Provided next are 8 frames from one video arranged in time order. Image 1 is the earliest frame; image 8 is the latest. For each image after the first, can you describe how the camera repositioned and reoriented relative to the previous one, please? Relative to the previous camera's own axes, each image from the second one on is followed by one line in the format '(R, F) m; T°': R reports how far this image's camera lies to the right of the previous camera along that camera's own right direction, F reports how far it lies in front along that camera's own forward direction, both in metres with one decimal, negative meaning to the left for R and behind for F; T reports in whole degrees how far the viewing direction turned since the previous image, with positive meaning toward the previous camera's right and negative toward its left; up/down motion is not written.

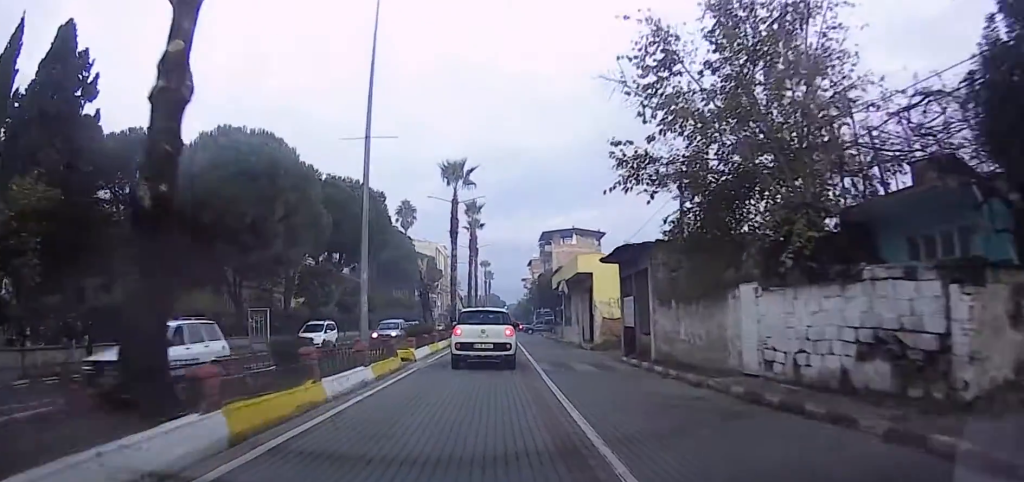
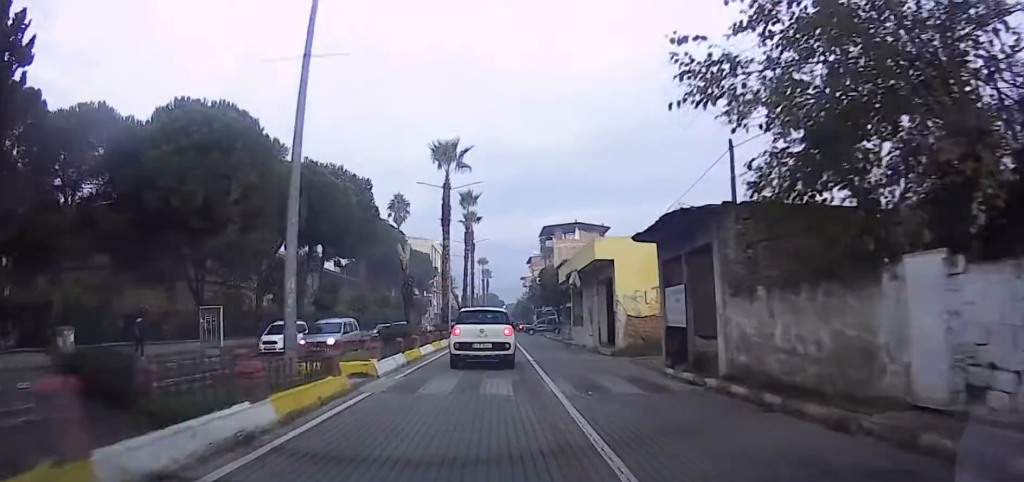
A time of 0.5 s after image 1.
(0.0, +5.4) m; -1°
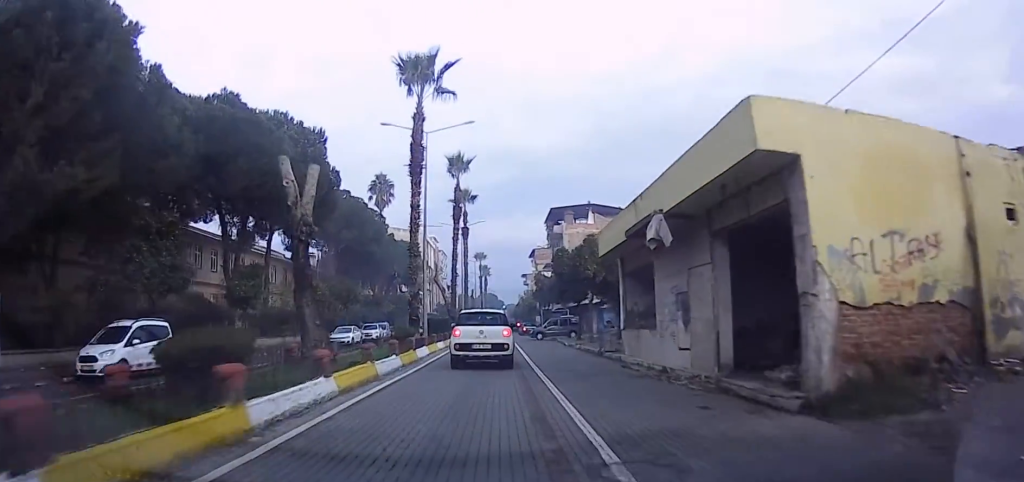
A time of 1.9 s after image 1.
(-0.3, +13.8) m; 0°
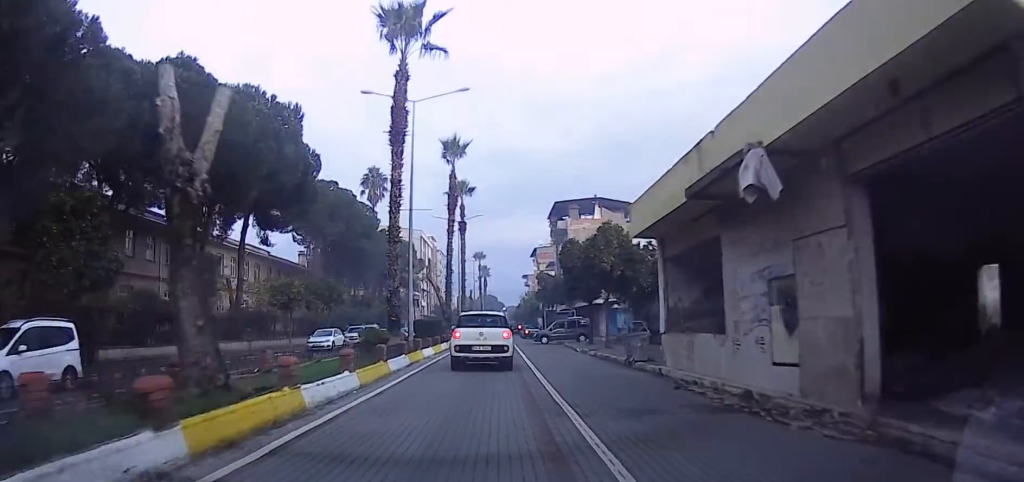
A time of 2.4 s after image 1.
(+0.3, +4.9) m; 0°
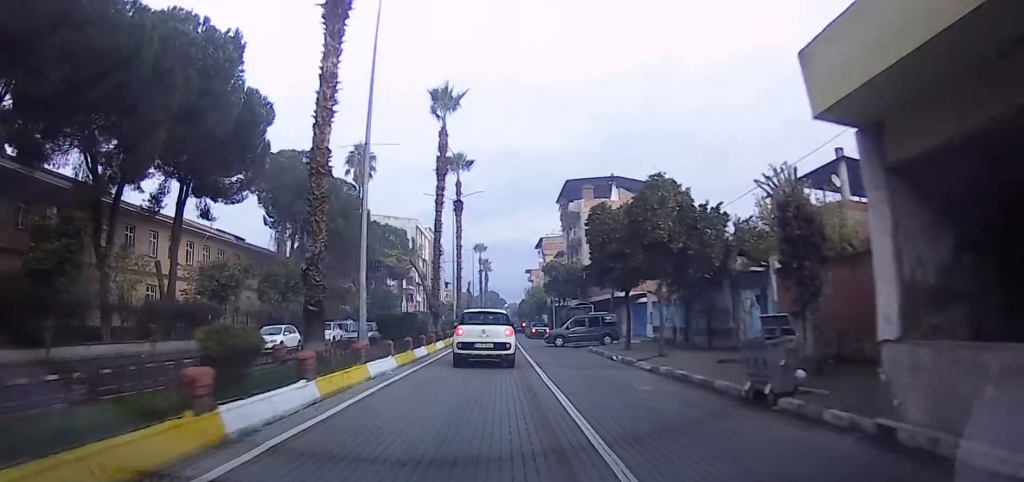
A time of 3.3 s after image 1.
(-0.9, +9.0) m; +1°
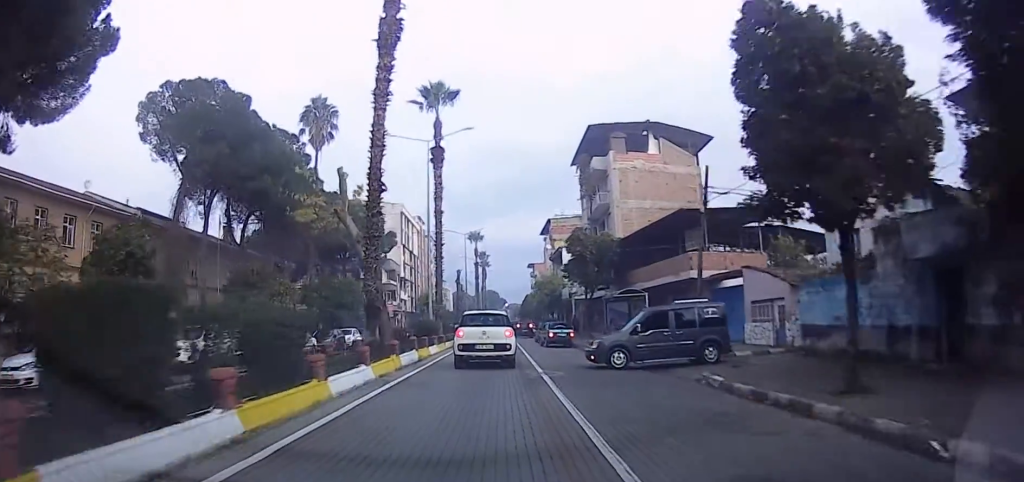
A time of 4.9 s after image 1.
(+1.6, +15.8) m; +2°
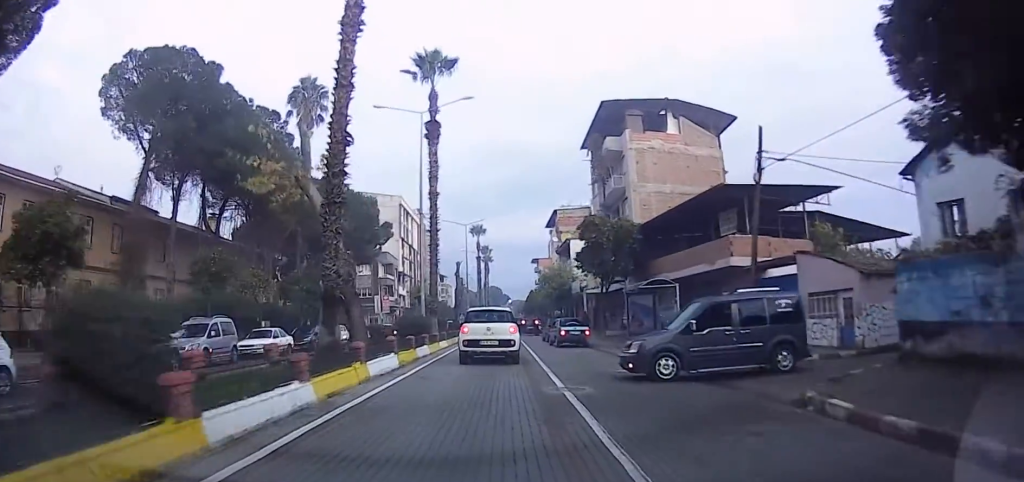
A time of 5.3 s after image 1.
(+0.2, +4.4) m; -3°
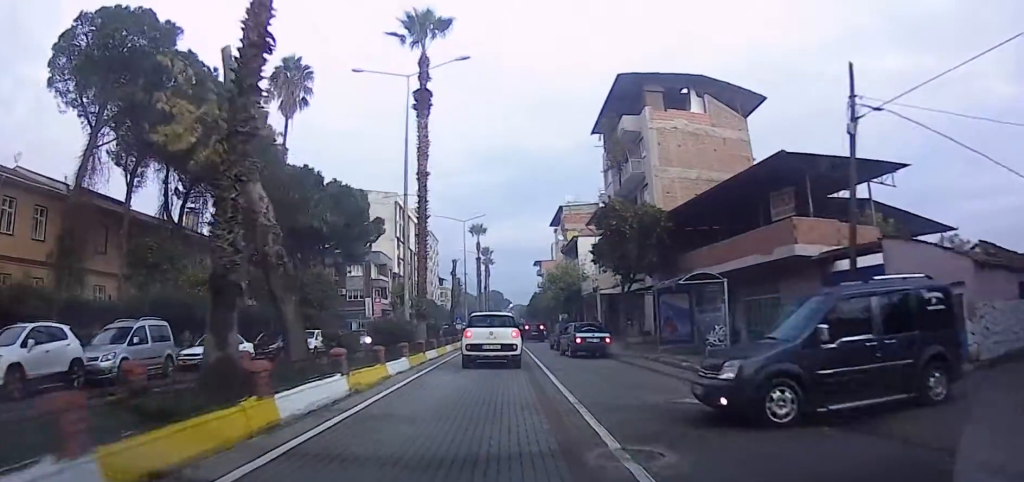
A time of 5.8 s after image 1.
(-0.5, +5.3) m; 0°
